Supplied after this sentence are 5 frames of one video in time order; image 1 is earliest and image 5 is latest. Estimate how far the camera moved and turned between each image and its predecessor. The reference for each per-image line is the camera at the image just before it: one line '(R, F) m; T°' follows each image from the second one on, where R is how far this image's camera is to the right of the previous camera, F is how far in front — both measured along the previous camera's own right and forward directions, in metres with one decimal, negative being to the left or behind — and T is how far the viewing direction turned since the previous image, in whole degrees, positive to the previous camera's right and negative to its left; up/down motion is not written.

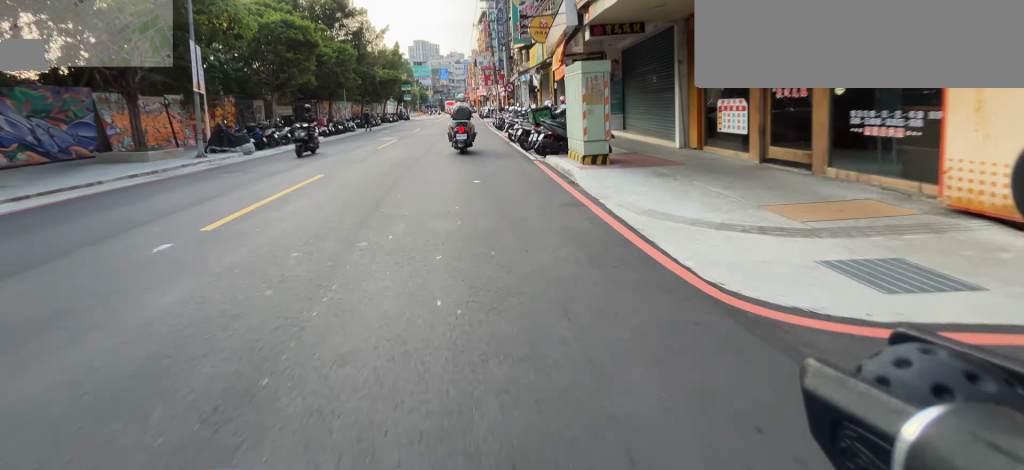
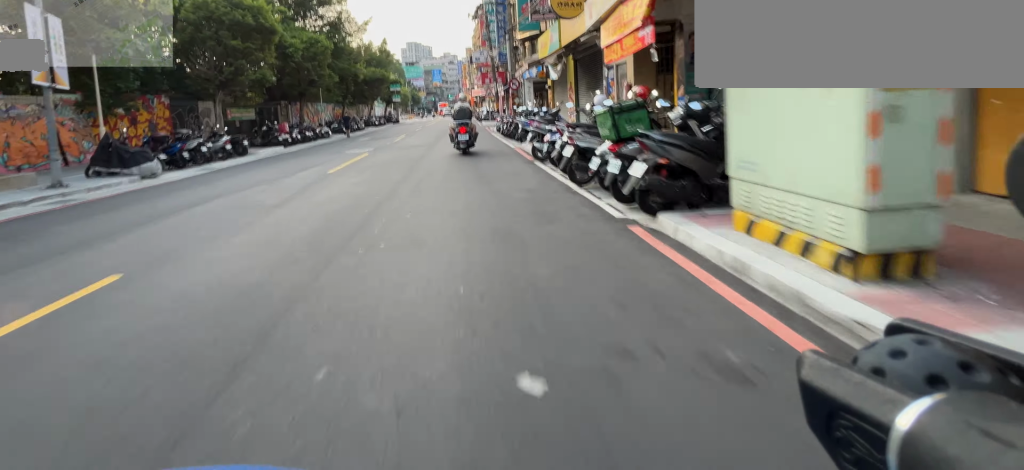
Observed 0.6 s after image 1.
(0.0, +5.0) m; 0°
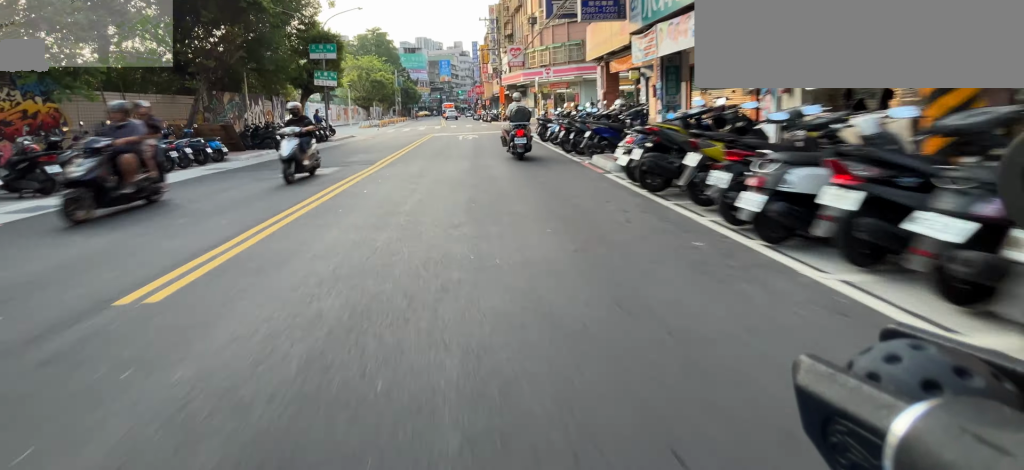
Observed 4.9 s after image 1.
(+0.4, +32.7) m; +1°
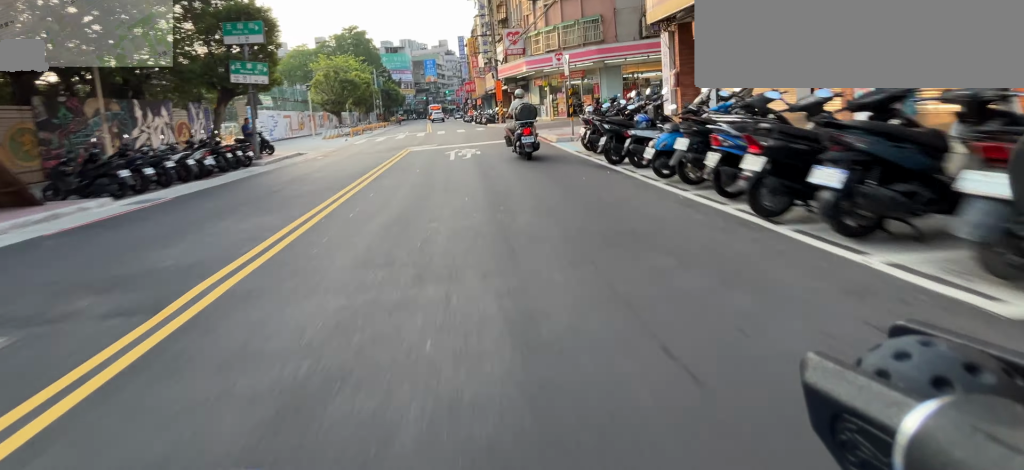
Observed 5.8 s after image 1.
(0.0, +7.4) m; 0°
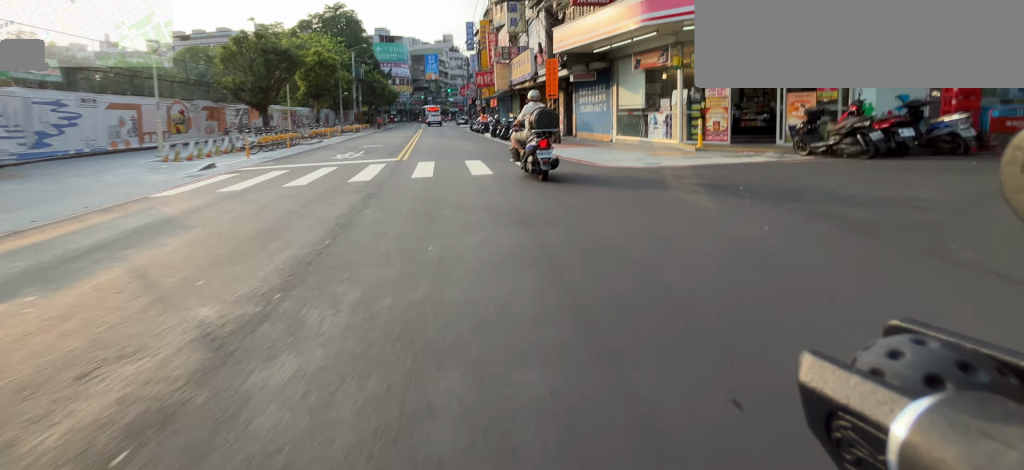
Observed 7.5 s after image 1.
(0.0, +19.1) m; -1°
